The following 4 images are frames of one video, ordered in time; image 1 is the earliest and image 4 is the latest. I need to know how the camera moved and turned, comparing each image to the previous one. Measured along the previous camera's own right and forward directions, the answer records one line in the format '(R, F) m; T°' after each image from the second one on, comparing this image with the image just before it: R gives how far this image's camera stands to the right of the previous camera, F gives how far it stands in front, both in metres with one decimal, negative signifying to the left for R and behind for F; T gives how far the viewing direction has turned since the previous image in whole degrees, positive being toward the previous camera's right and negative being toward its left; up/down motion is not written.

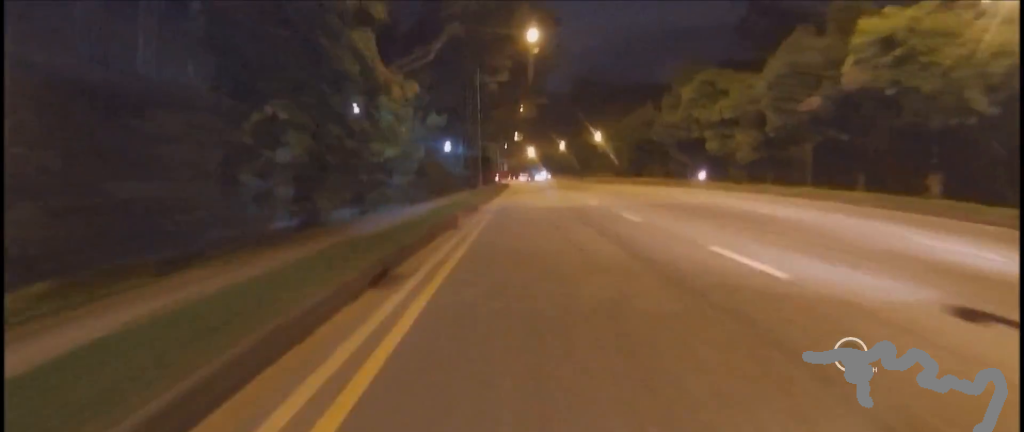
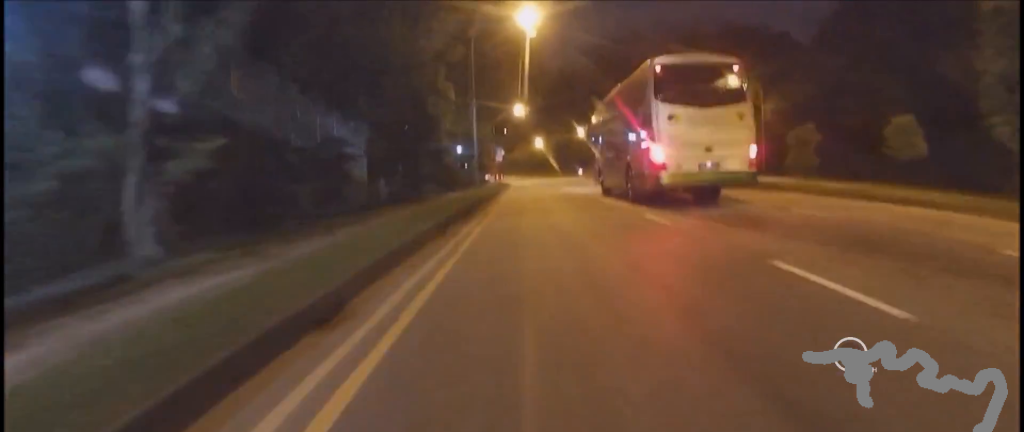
(-0.1, +44.8) m; +2°
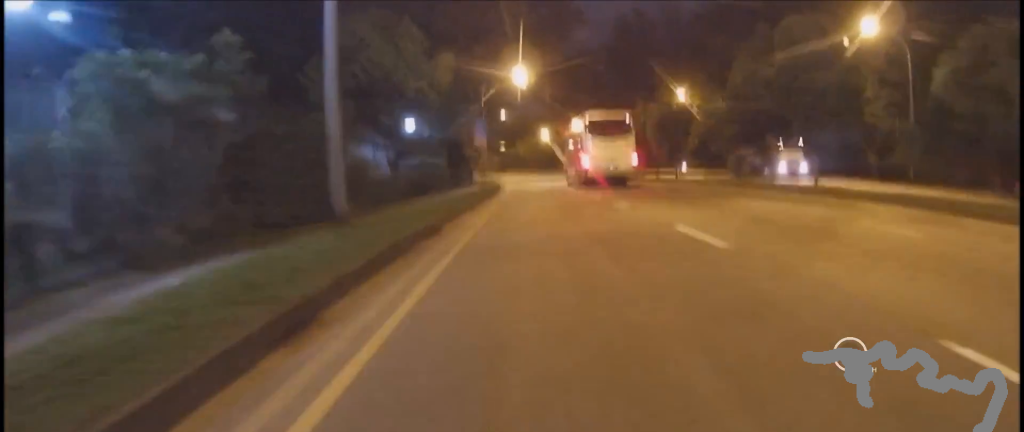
(-1.3, +24.3) m; +1°
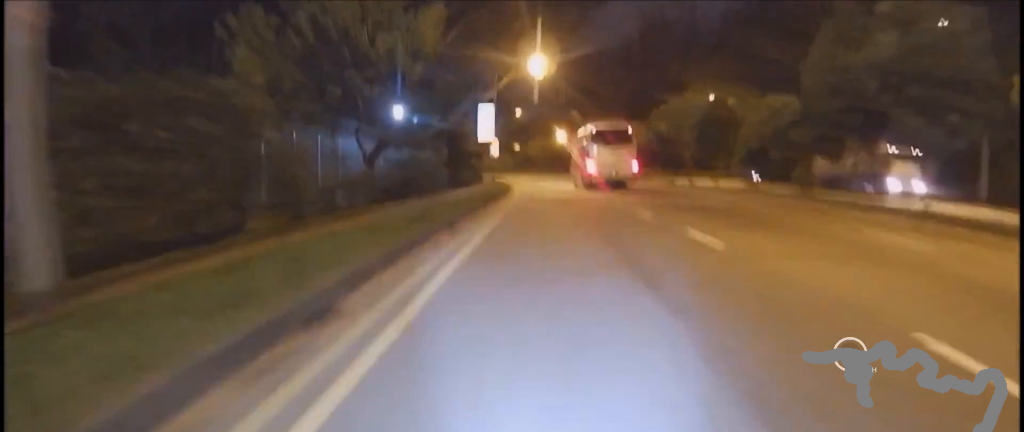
(+0.5, +5.7) m; -1°
